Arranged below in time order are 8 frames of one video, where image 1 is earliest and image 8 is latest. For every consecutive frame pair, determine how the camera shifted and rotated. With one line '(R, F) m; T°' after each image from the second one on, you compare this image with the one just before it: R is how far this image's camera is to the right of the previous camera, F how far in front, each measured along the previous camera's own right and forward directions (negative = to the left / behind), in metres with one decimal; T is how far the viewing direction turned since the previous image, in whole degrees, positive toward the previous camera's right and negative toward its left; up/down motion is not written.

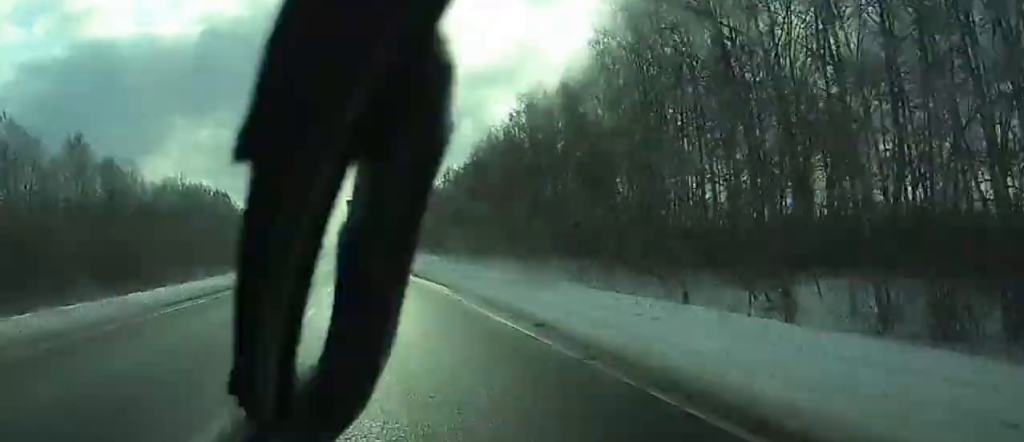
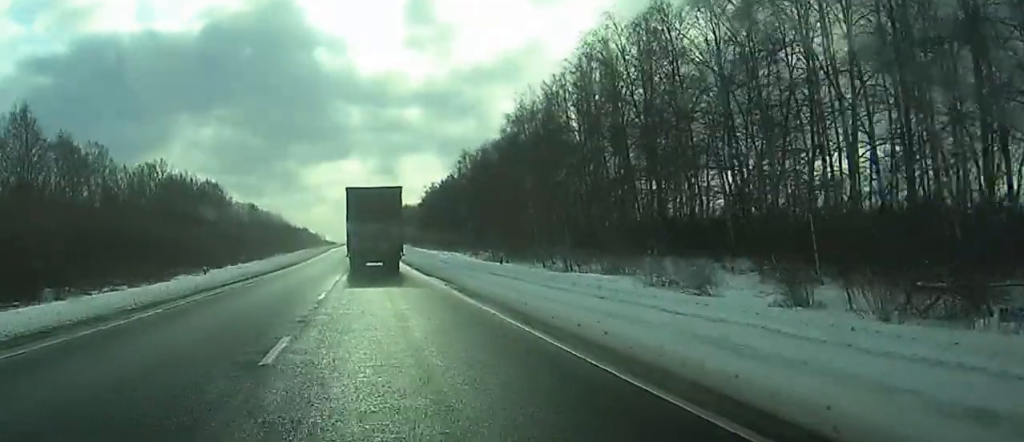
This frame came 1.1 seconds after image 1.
(0.0, +33.8) m; 0°
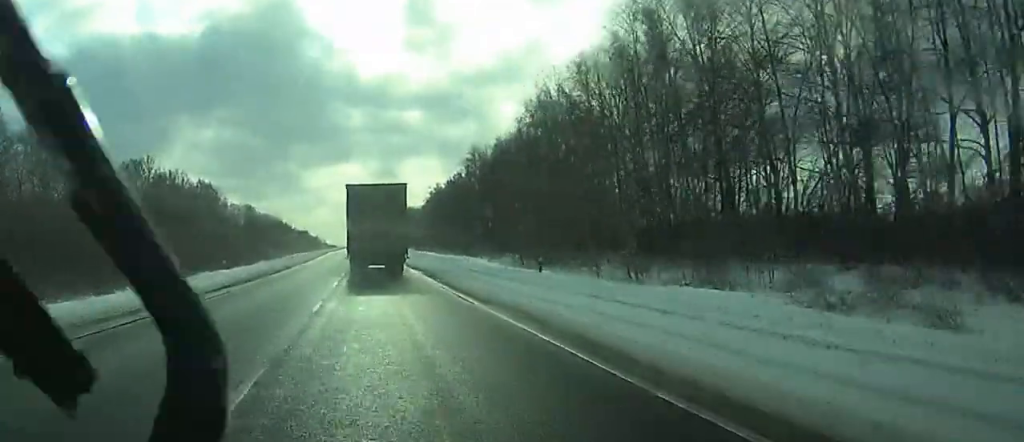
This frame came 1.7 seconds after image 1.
(0.0, +16.5) m; 0°
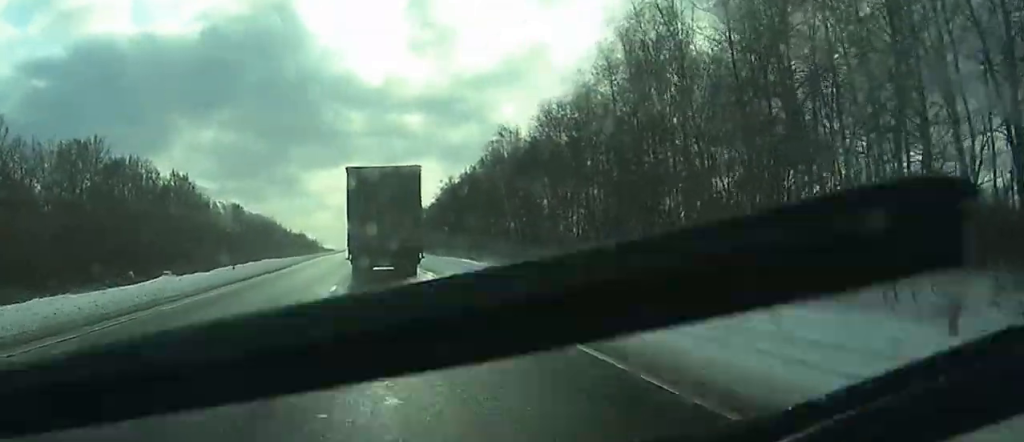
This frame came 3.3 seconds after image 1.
(-0.4, +43.6) m; -1°
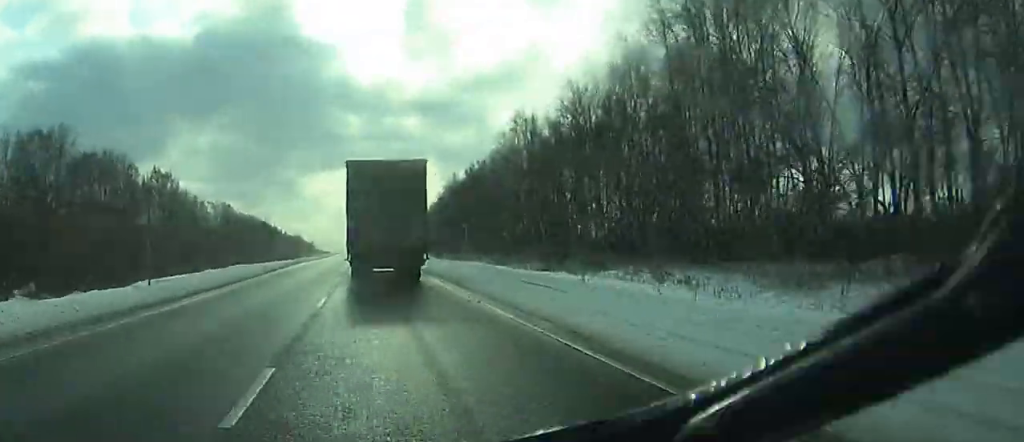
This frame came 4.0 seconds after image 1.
(0.0, +20.1) m; 0°
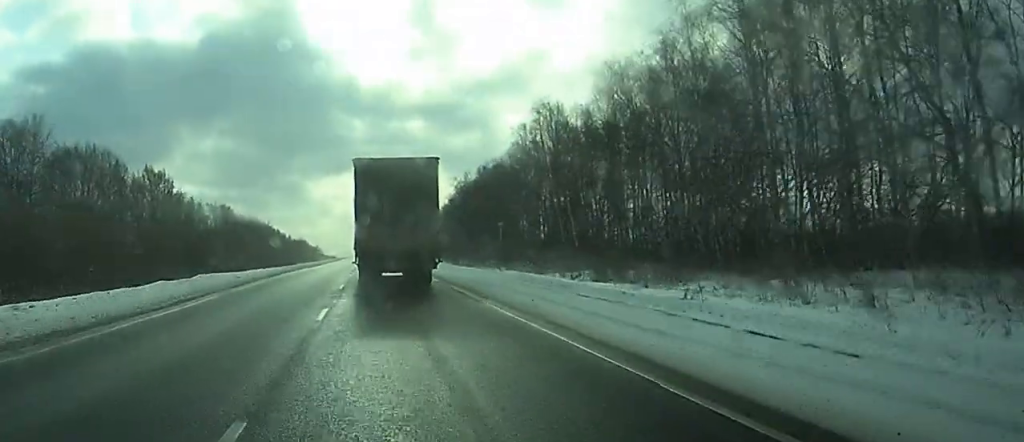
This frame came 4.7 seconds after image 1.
(+0.1, +16.3) m; 0°
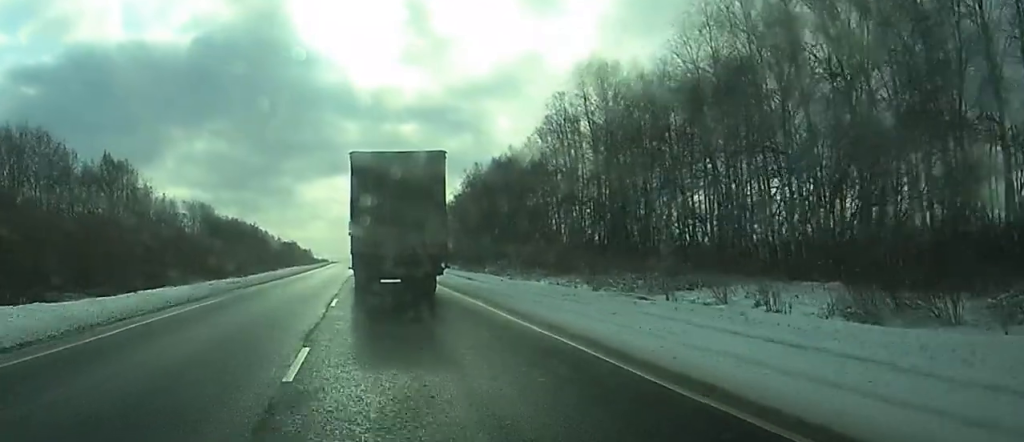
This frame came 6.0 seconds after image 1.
(+0.1, +32.6) m; 0°
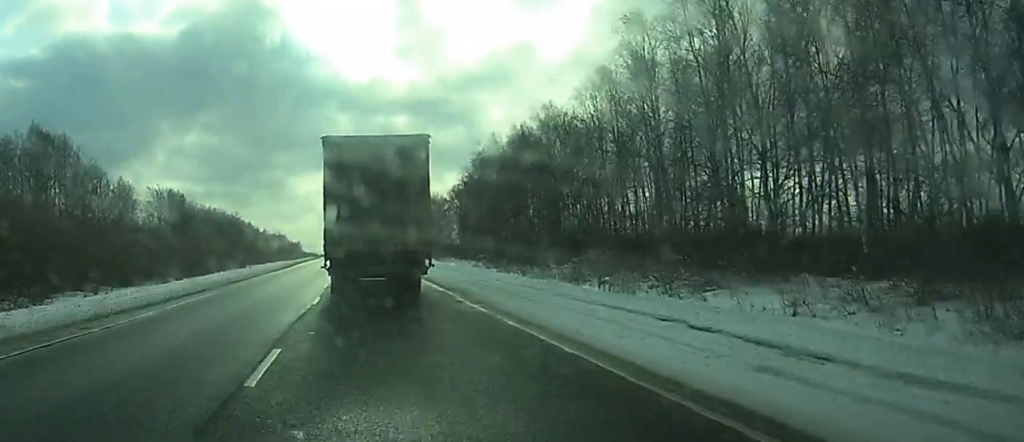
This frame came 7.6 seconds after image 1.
(0.0, +37.6) m; 0°
